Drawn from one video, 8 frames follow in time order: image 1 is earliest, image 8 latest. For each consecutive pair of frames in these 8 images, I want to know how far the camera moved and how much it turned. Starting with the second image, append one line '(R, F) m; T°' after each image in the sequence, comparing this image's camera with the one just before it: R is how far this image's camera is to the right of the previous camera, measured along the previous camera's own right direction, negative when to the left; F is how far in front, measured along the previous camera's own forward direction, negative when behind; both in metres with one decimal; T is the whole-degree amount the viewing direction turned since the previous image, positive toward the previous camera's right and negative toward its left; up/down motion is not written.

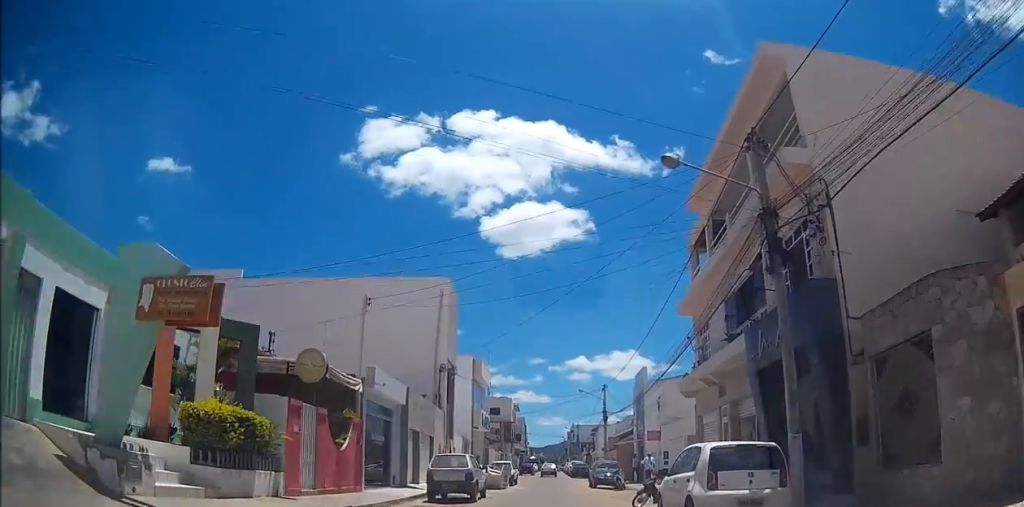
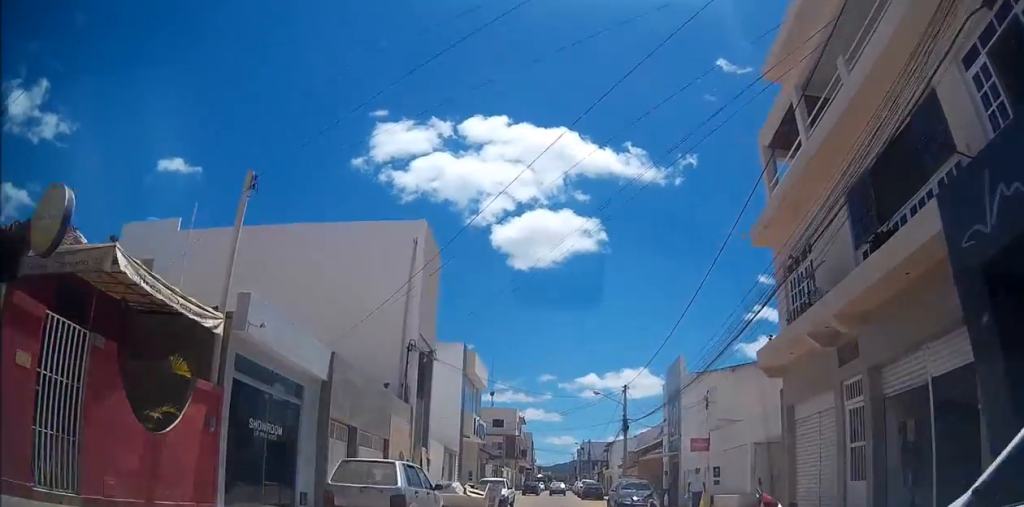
(-0.1, +9.3) m; -2°
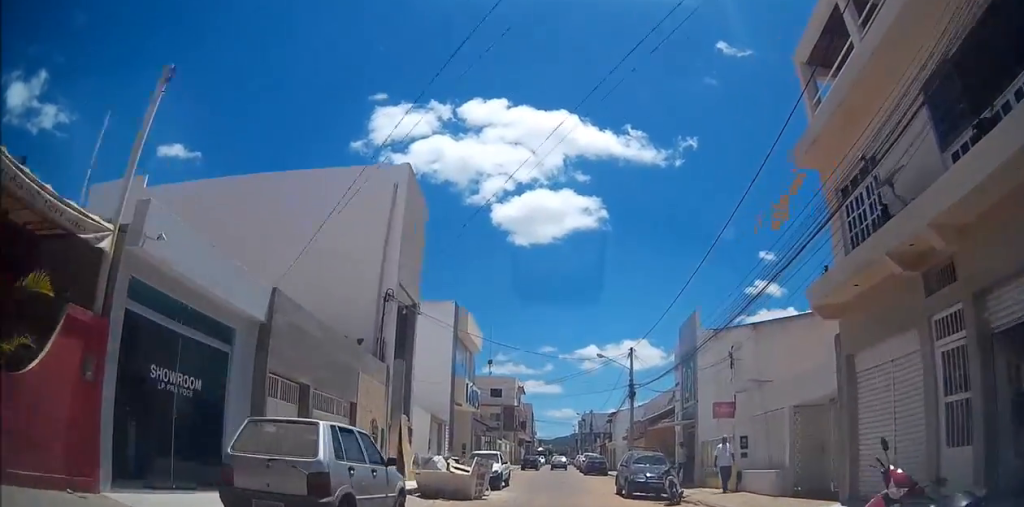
(-0.1, +3.5) m; 0°
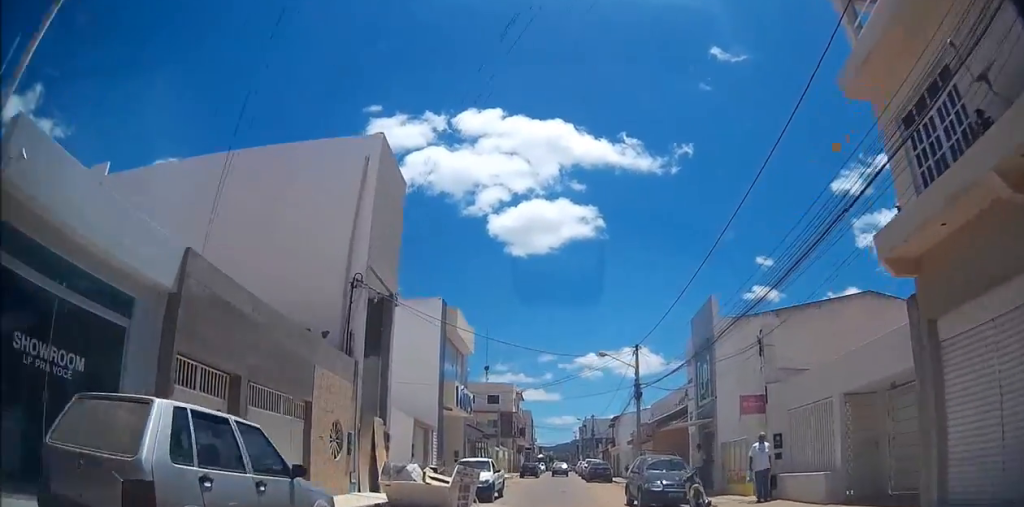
(-0.1, +3.2) m; 0°
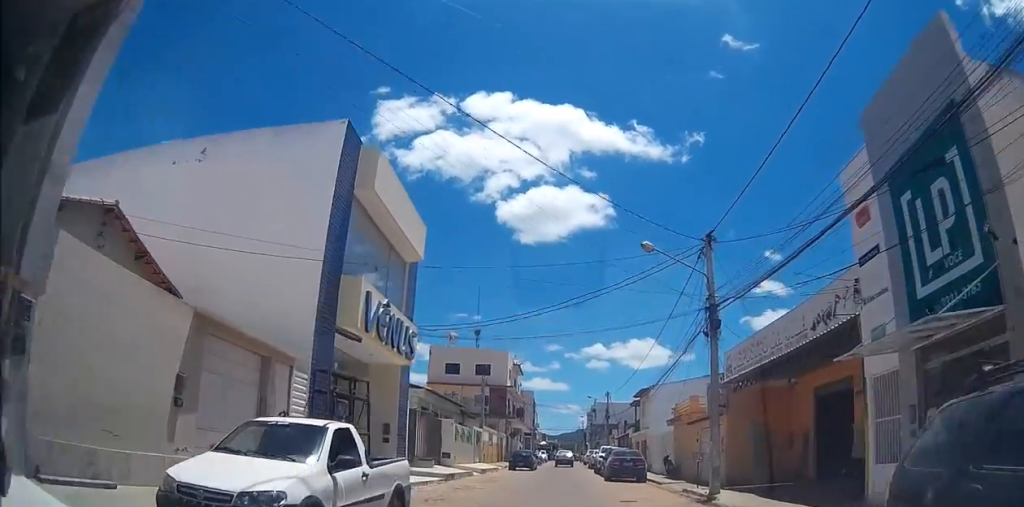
(+0.3, +15.3) m; +4°
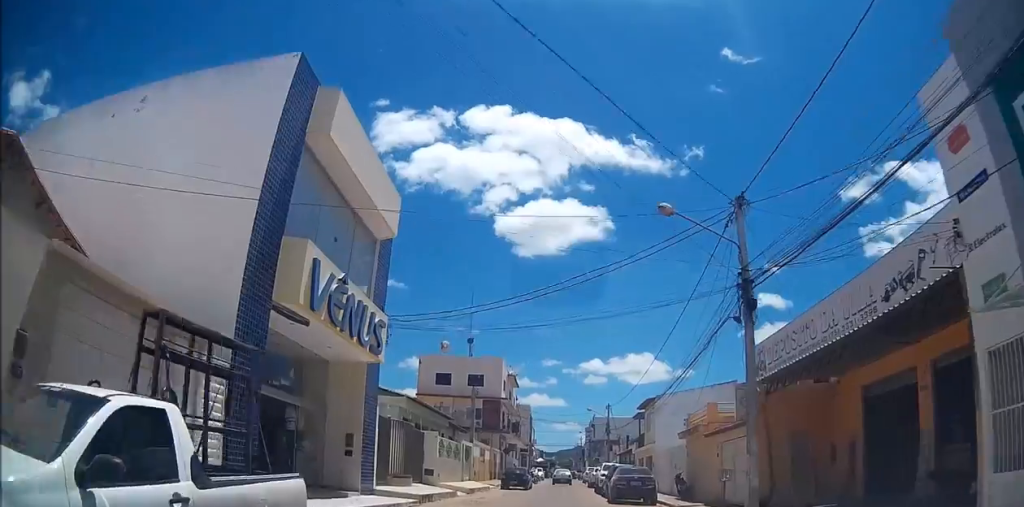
(0.0, +3.4) m; +1°
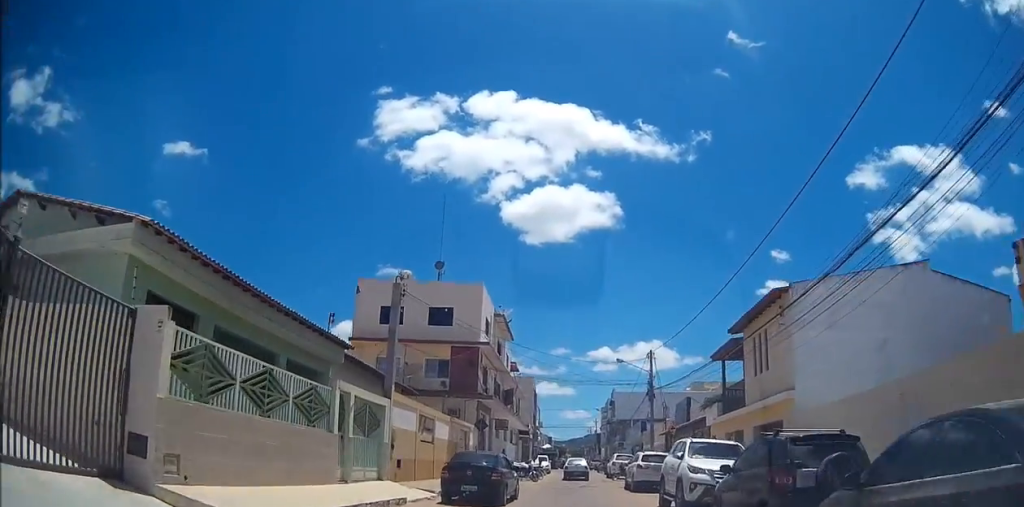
(-0.1, +20.4) m; -4°
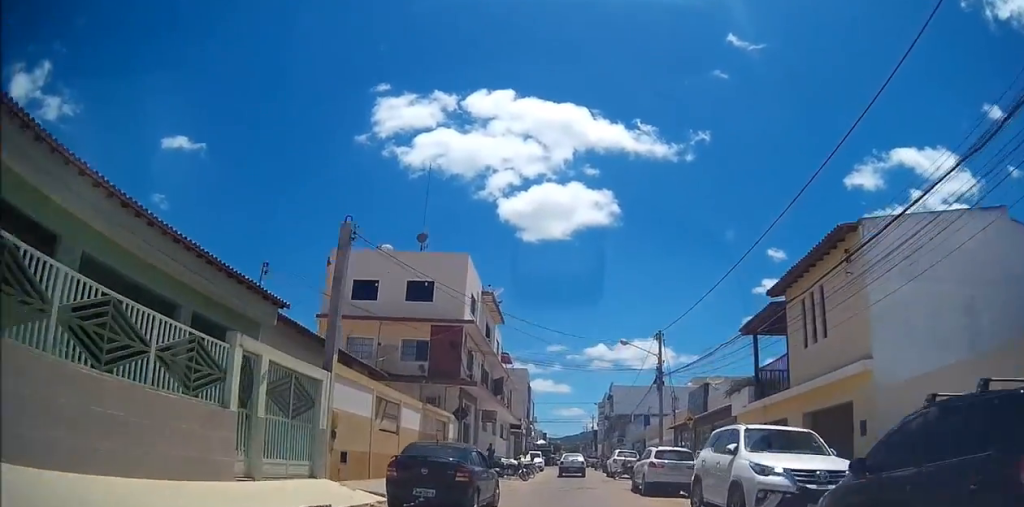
(-0.1, +4.8) m; -1°
